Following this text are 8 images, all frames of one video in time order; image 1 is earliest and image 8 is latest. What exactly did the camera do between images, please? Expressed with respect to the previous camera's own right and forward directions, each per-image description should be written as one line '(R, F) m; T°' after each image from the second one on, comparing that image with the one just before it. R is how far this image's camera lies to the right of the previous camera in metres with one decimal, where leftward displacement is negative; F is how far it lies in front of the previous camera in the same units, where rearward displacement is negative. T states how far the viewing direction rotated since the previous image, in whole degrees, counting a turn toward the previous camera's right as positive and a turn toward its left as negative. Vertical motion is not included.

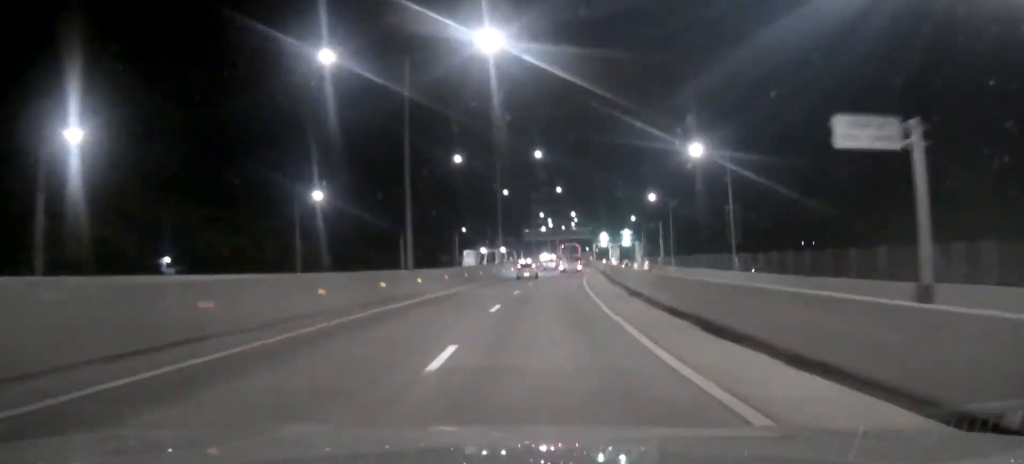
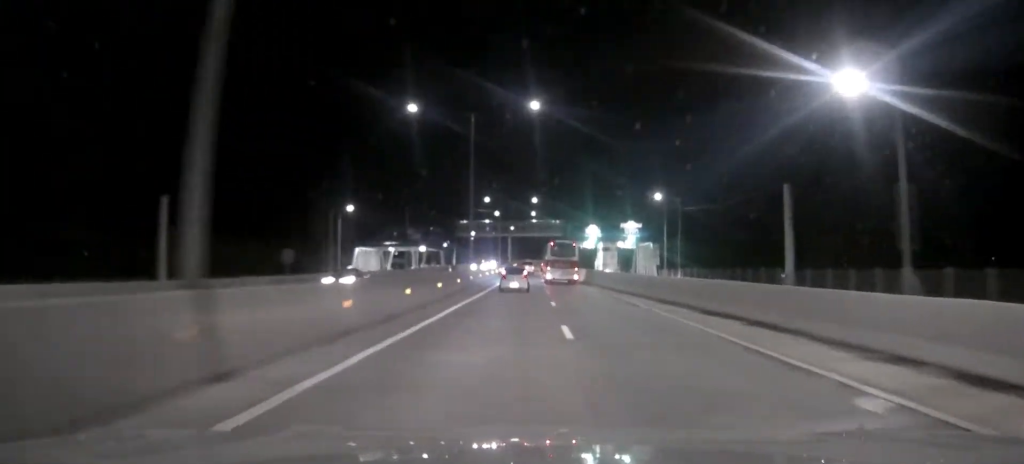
(+3.6, +74.8) m; +5°
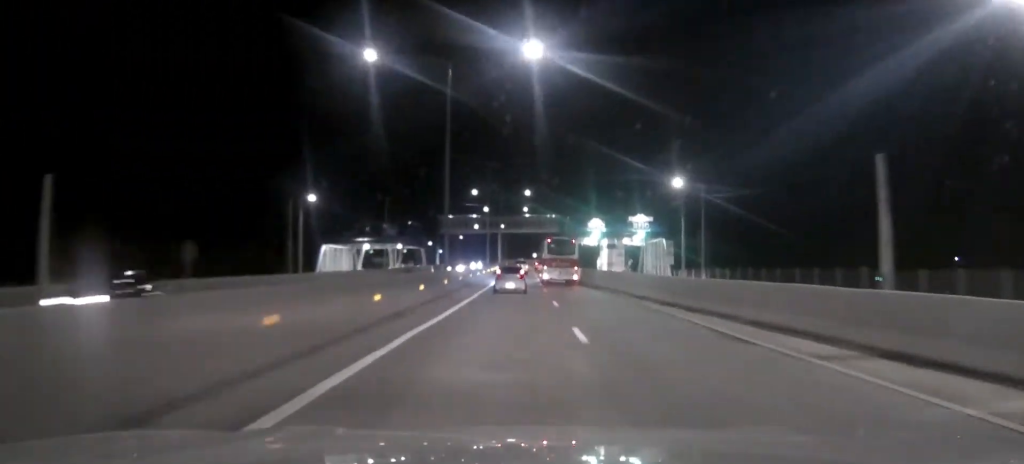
(+0.1, +13.5) m; +1°
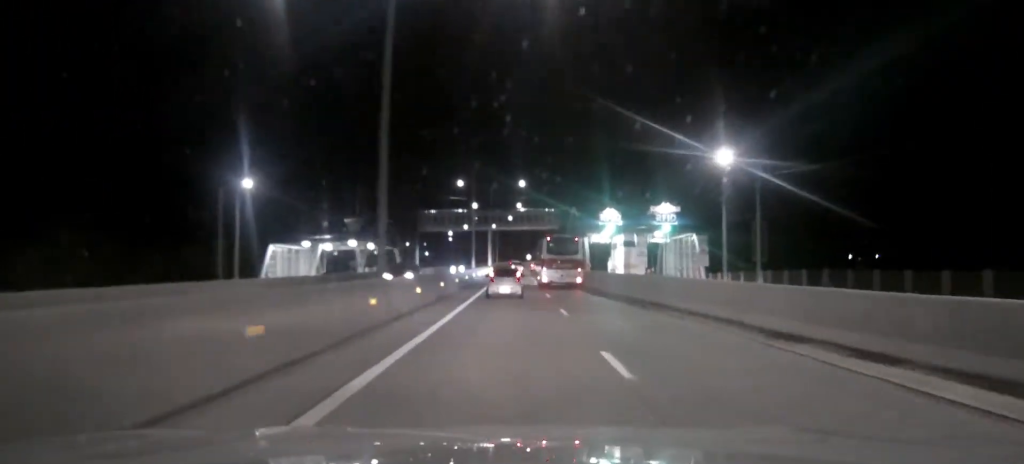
(+0.1, +17.1) m; +1°
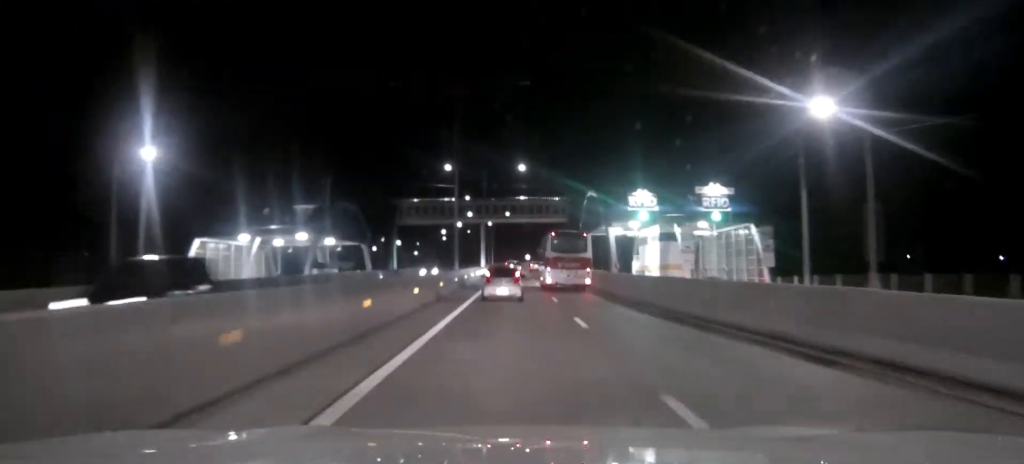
(+0.1, +16.6) m; 0°
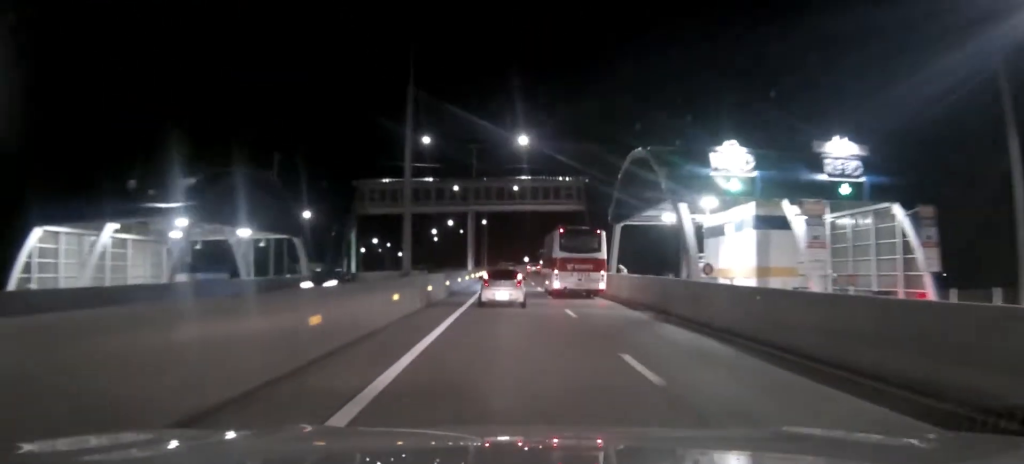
(+0.1, +19.8) m; 0°
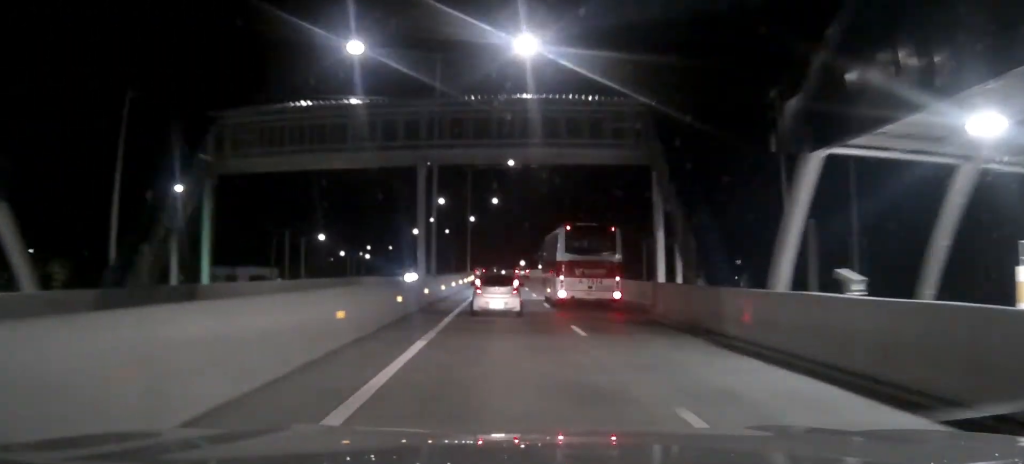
(+0.1, +28.7) m; 0°
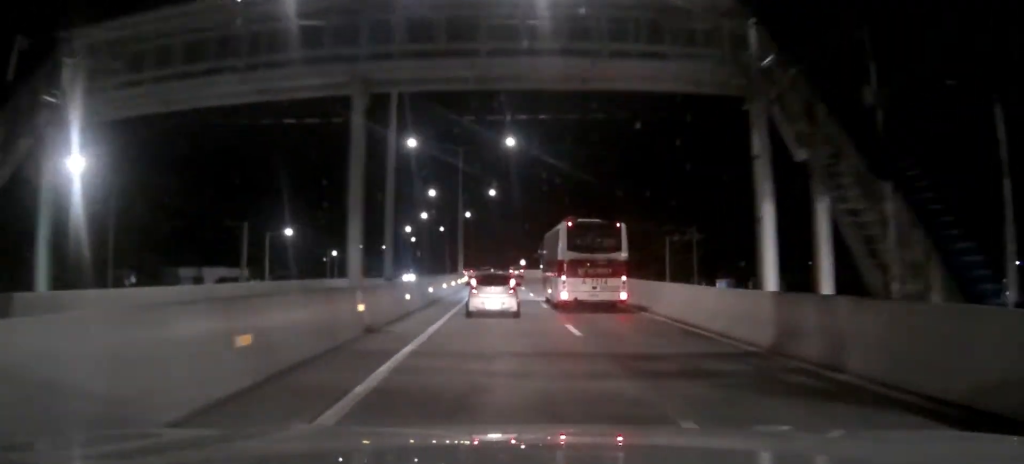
(+0.1, +12.5) m; 0°
